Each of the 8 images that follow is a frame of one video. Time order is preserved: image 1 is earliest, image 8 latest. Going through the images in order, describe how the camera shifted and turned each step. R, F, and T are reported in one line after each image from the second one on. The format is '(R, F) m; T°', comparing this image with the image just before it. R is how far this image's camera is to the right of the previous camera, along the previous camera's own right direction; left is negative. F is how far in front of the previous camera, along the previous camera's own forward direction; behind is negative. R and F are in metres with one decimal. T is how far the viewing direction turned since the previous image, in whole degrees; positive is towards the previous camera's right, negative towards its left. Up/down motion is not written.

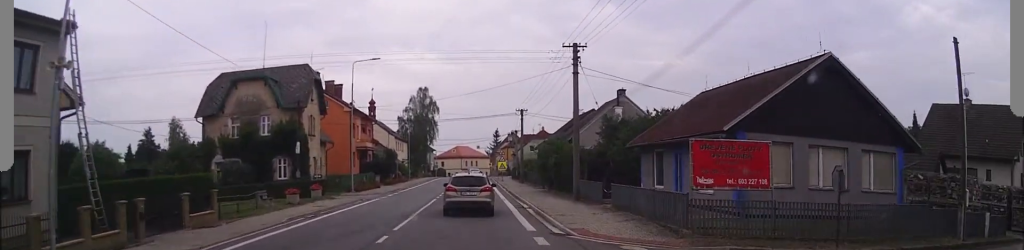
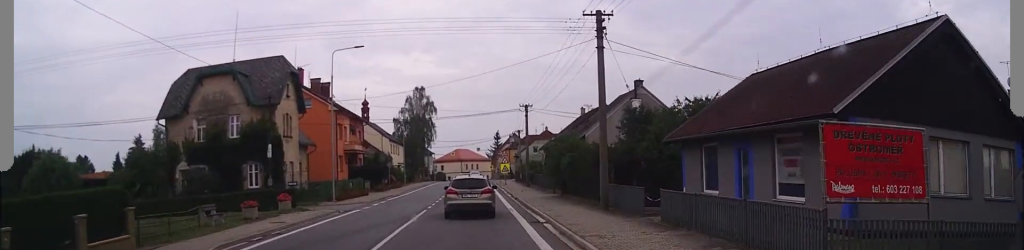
(-0.2, +6.5) m; -1°
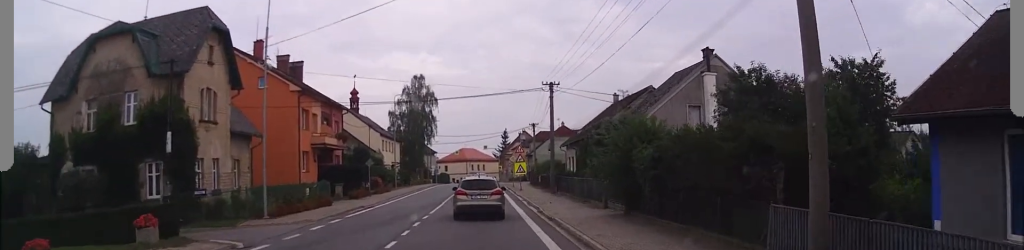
(-0.2, +14.6) m; -1°
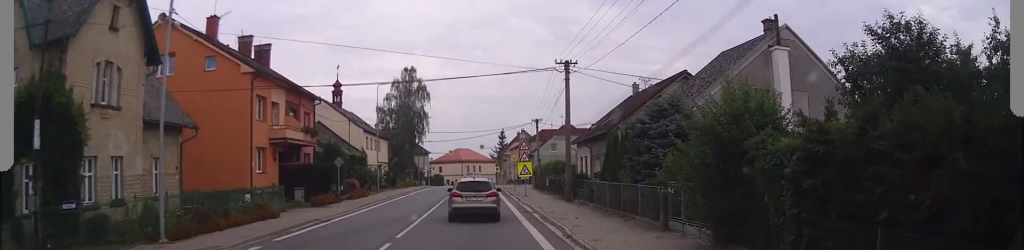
(0.0, +9.1) m; +1°
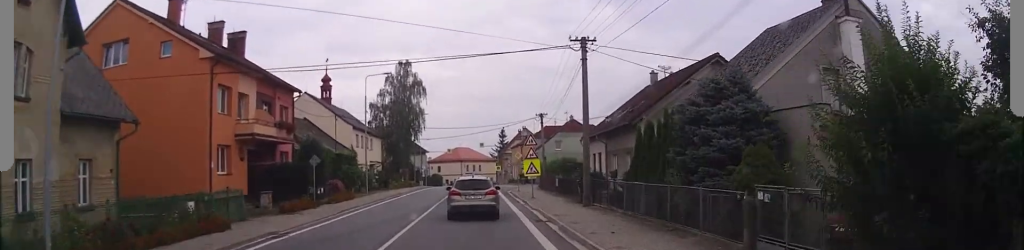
(+0.1, +5.8) m; 0°
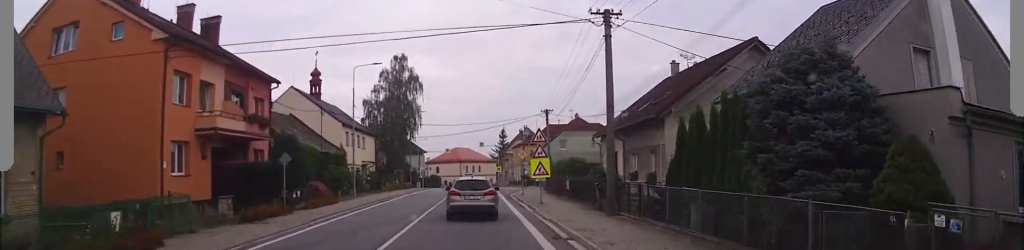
(+0.1, +5.1) m; 0°
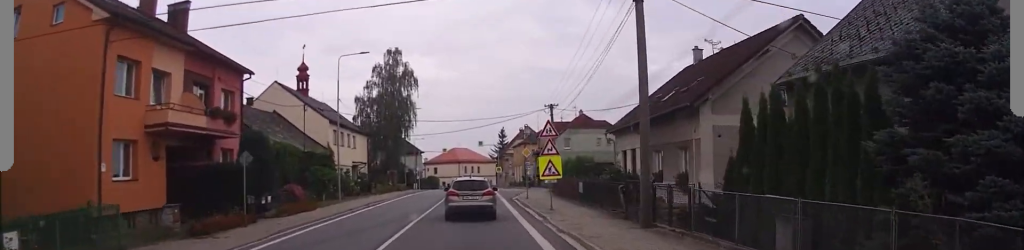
(-0.1, +4.9) m; 0°
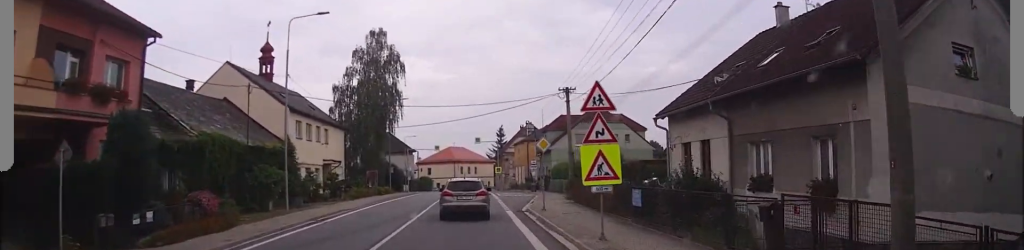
(0.0, +11.5) m; 0°
